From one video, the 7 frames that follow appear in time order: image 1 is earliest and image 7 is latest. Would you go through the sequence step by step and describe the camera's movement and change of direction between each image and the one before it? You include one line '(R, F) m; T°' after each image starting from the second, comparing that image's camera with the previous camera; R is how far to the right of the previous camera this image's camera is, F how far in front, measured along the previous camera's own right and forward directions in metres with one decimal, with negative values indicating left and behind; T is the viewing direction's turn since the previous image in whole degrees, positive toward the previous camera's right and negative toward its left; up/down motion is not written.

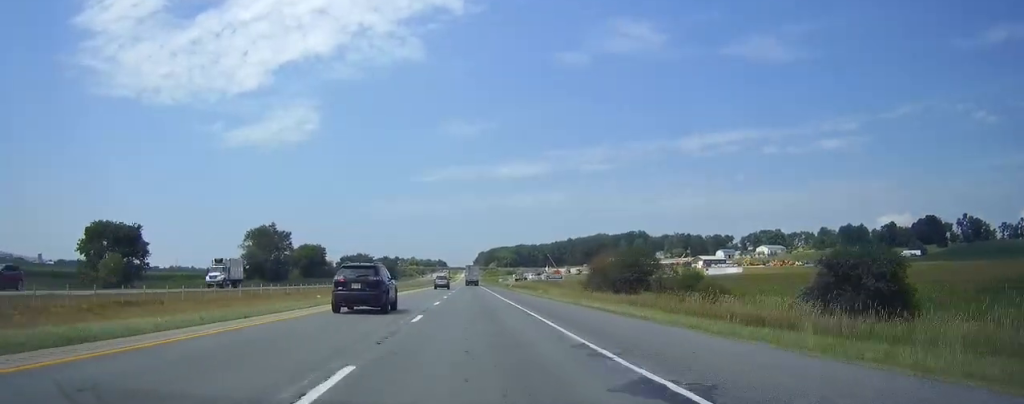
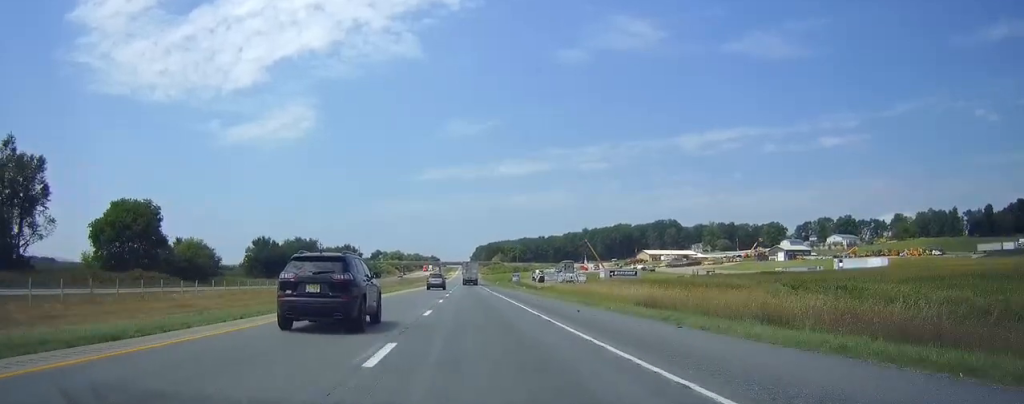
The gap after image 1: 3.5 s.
(-0.3, +119.0) m; 0°
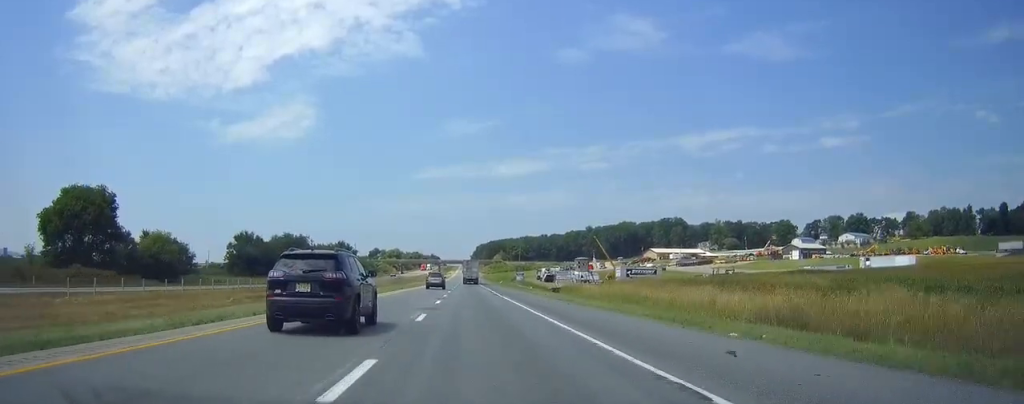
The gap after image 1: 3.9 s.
(+0.1, +14.7) m; 0°
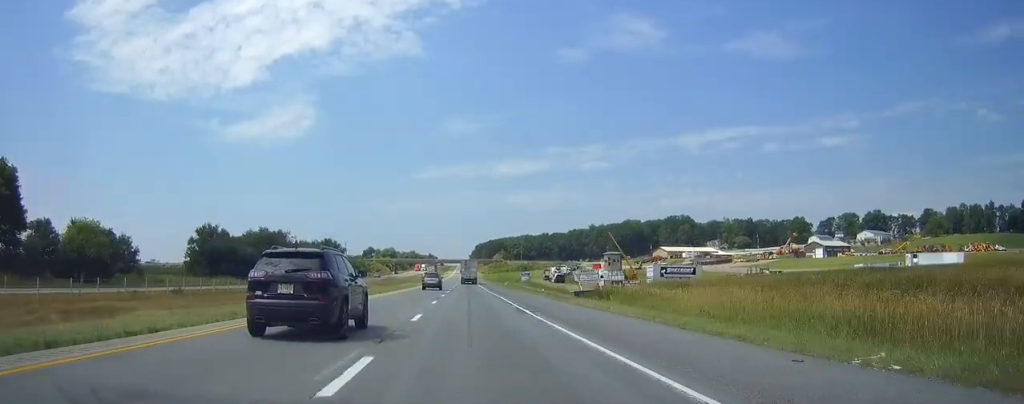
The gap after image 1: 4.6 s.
(+0.1, +23.7) m; 0°
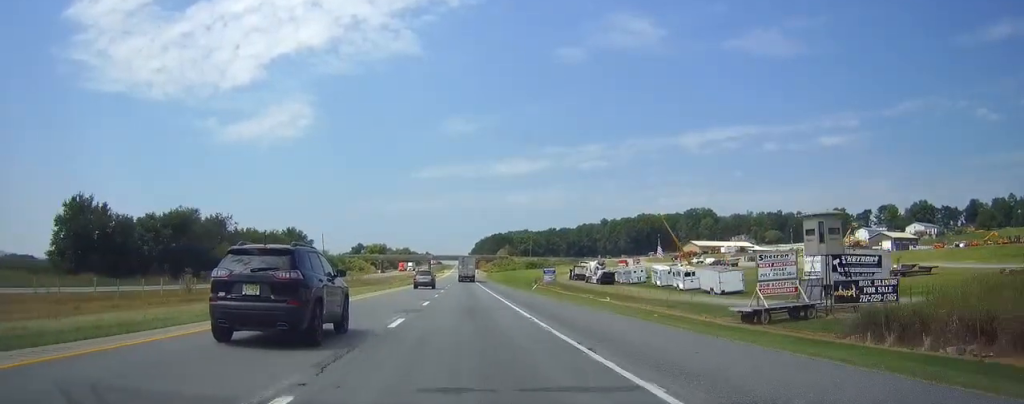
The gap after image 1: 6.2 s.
(+0.2, +52.3) m; 0°
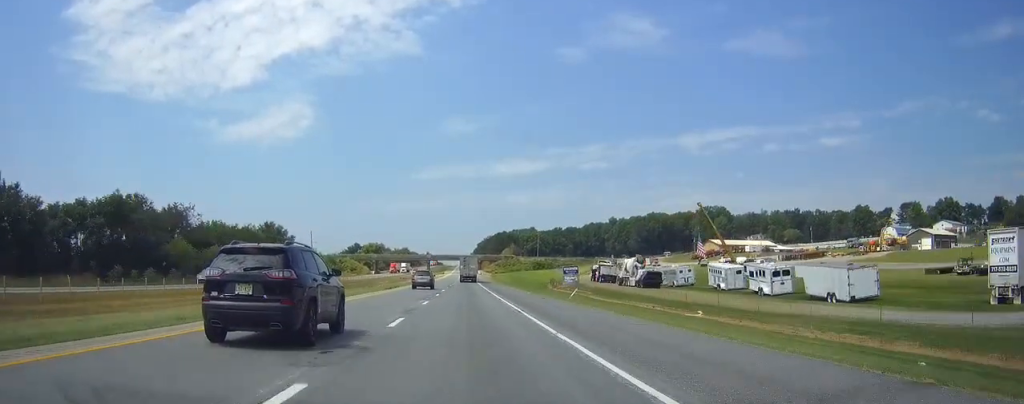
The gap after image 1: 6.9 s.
(0.0, +24.1) m; 0°
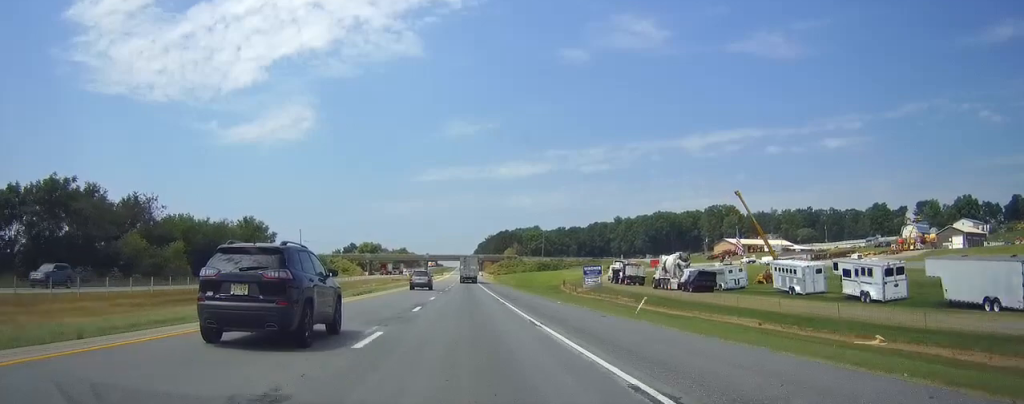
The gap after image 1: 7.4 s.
(0.0, +17.5) m; 0°
